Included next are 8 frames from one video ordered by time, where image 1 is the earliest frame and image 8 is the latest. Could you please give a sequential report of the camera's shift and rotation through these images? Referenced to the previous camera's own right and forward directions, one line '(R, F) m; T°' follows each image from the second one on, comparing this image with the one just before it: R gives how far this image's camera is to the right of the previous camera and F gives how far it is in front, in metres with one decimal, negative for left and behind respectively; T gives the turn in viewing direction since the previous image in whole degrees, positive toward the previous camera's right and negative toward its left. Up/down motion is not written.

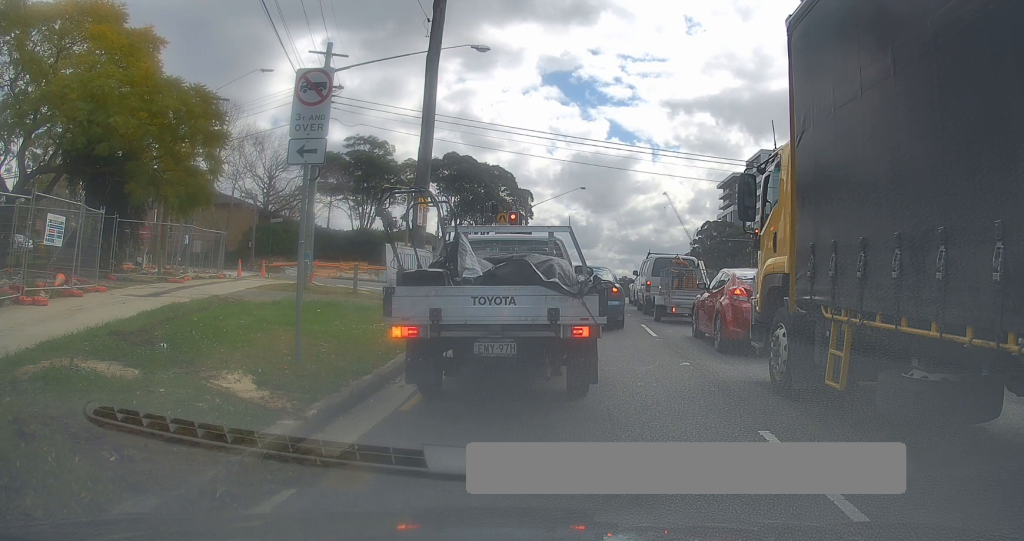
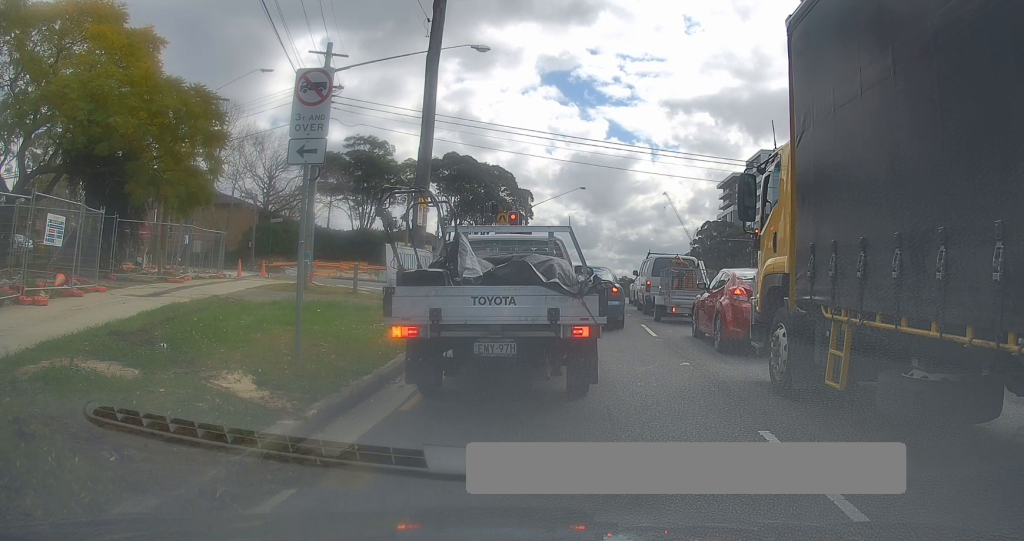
(0.0, 0.0) m; 0°
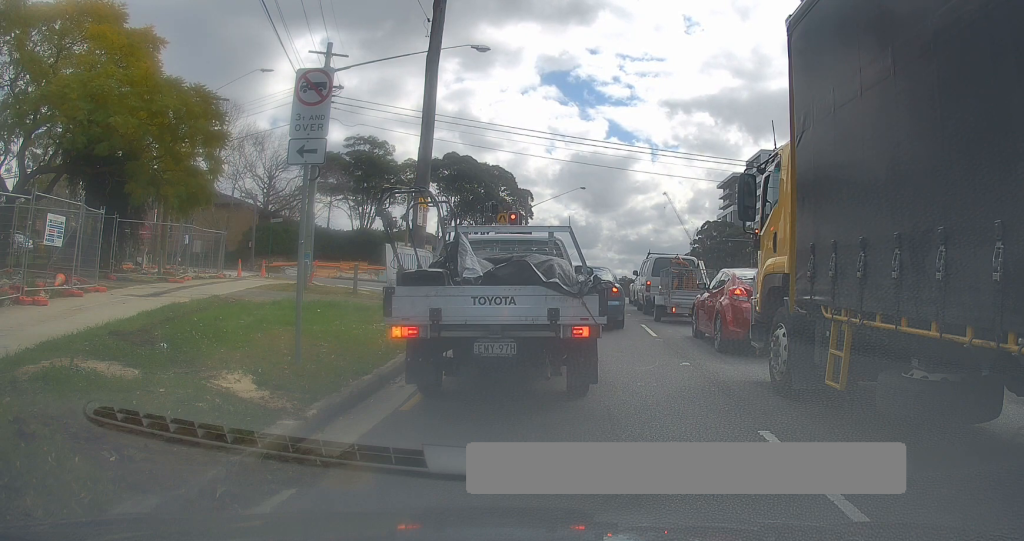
(0.0, 0.0) m; 0°
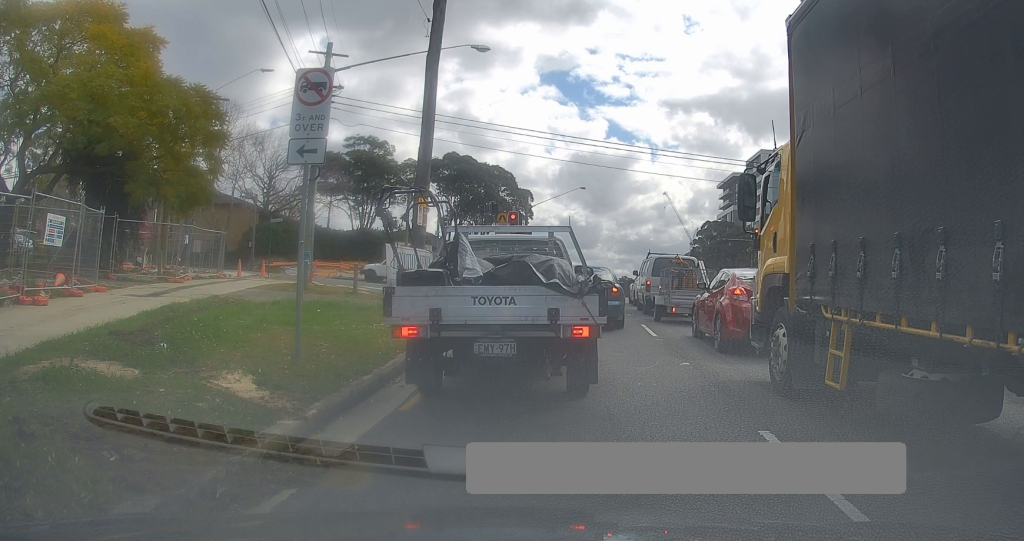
(0.0, 0.0) m; 0°
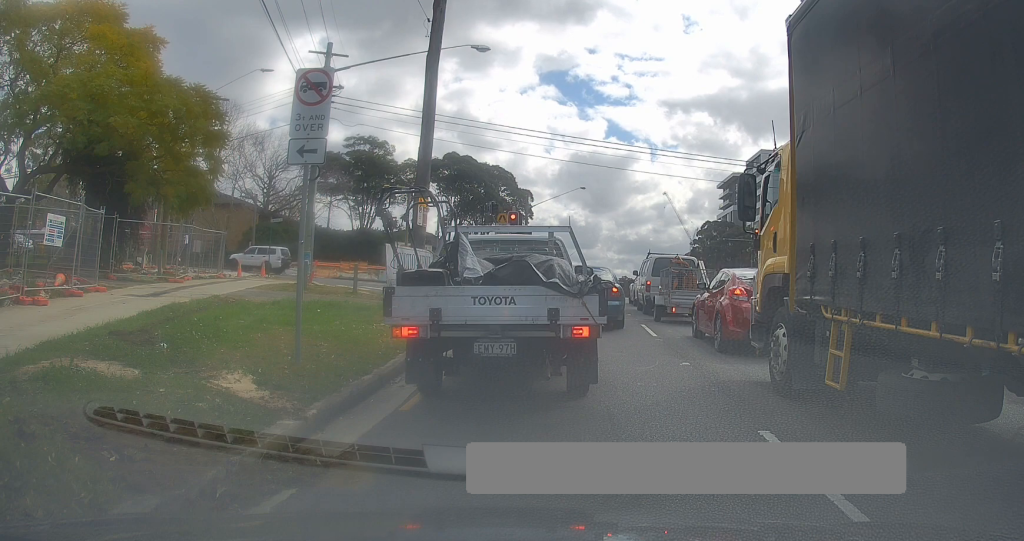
(0.0, 0.0) m; 0°
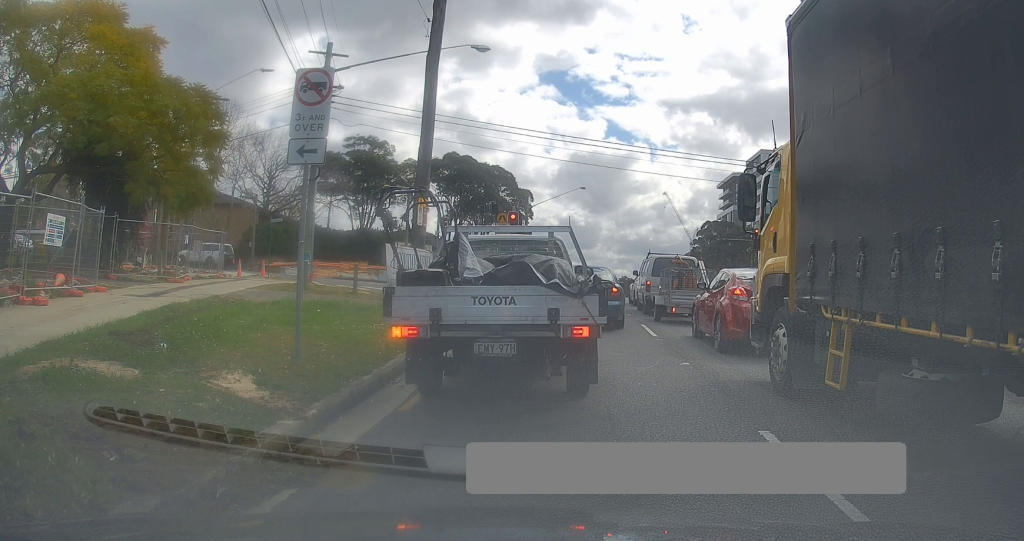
(0.0, 0.0) m; 0°
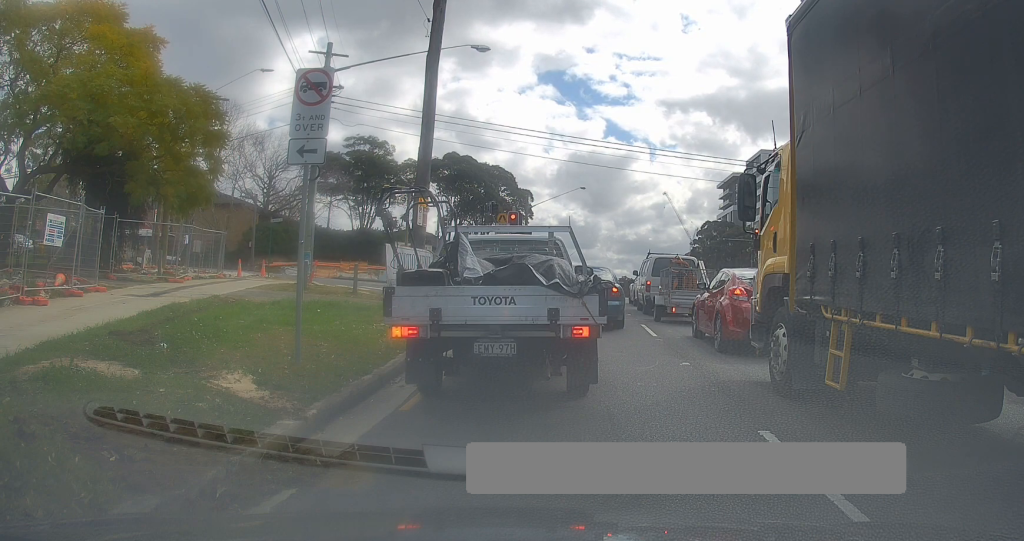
(0.0, 0.0) m; 0°
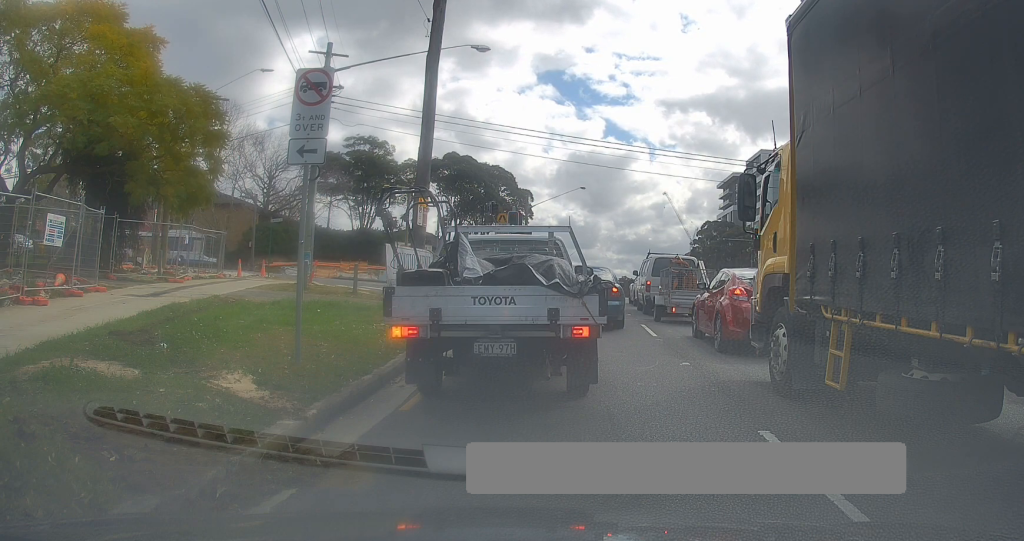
(0.0, 0.0) m; 0°
